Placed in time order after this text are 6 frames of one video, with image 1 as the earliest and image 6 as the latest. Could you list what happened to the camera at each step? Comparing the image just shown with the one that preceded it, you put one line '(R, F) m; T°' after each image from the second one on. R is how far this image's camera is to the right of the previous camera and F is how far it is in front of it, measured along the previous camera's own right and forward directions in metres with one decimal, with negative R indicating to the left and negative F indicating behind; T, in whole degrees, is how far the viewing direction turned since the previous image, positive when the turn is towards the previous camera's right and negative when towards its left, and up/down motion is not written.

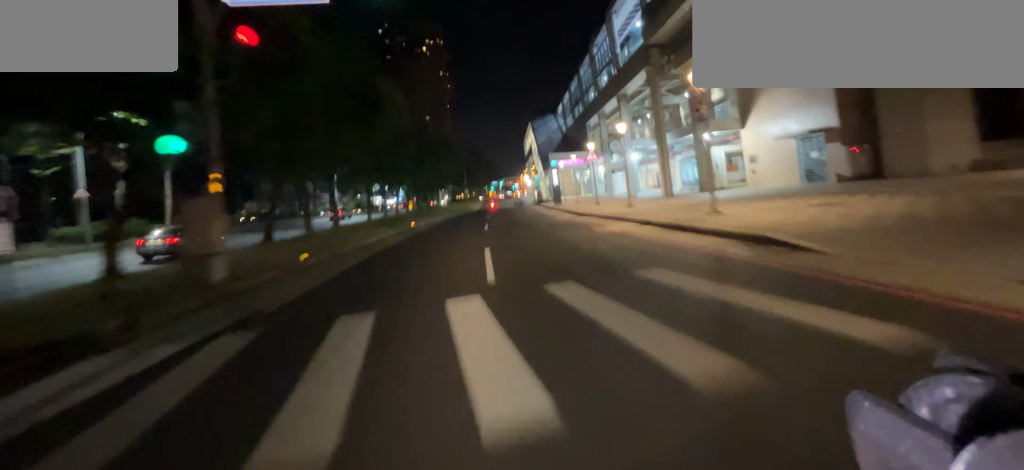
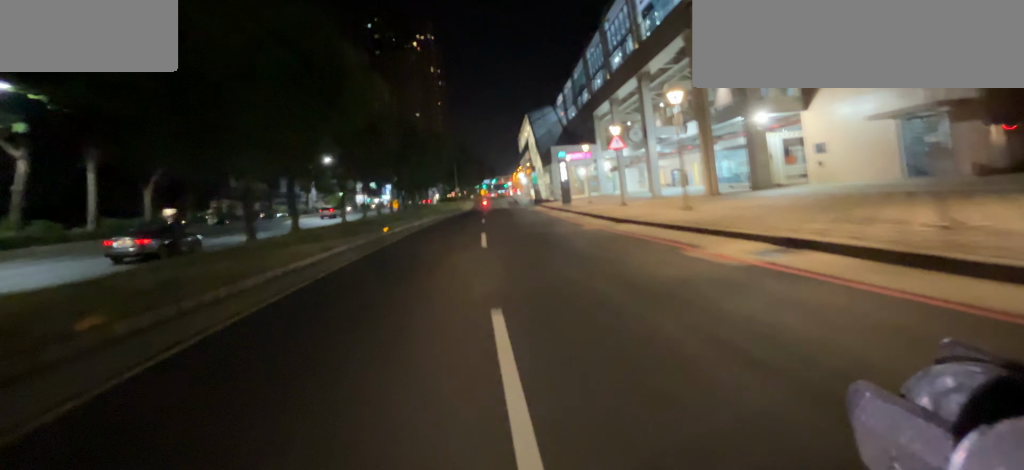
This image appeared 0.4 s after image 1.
(0.0, +5.0) m; +1°
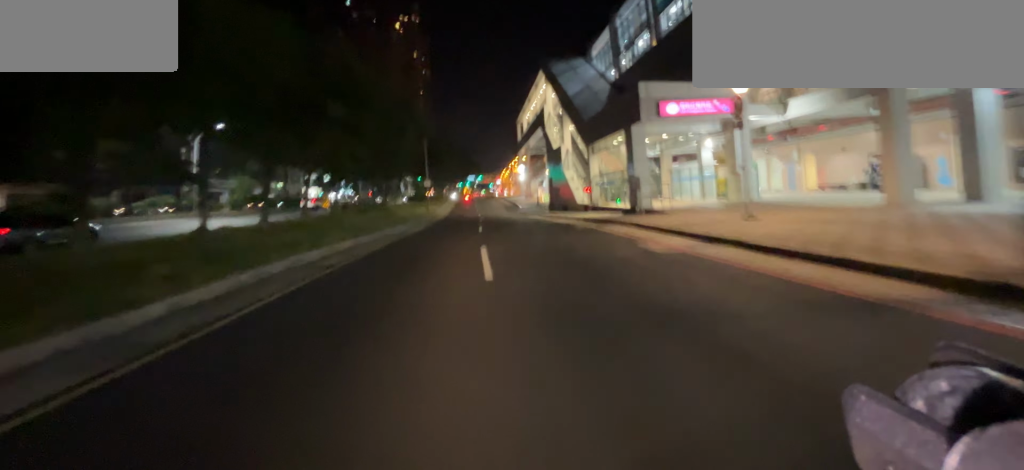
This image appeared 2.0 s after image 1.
(+0.5, +26.5) m; +2°
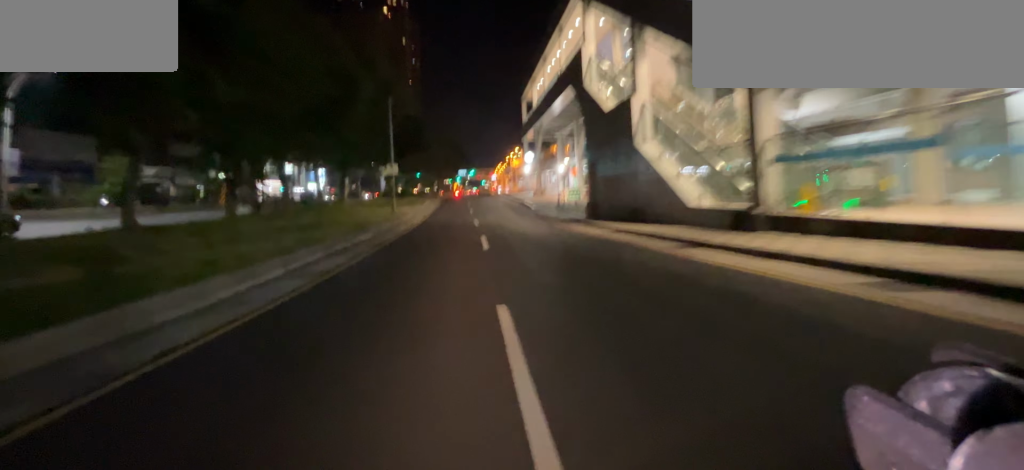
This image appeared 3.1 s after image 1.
(+0.2, +17.6) m; +1°
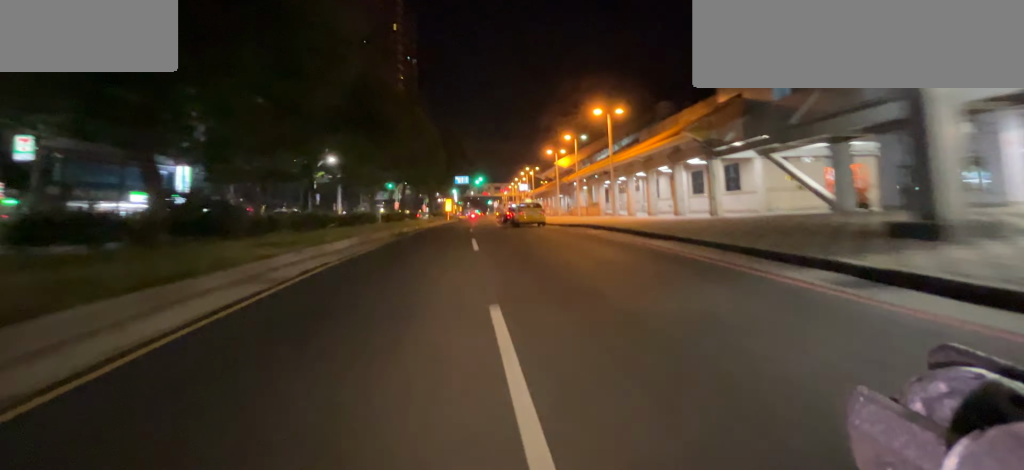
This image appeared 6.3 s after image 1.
(+1.3, +52.6) m; +4°
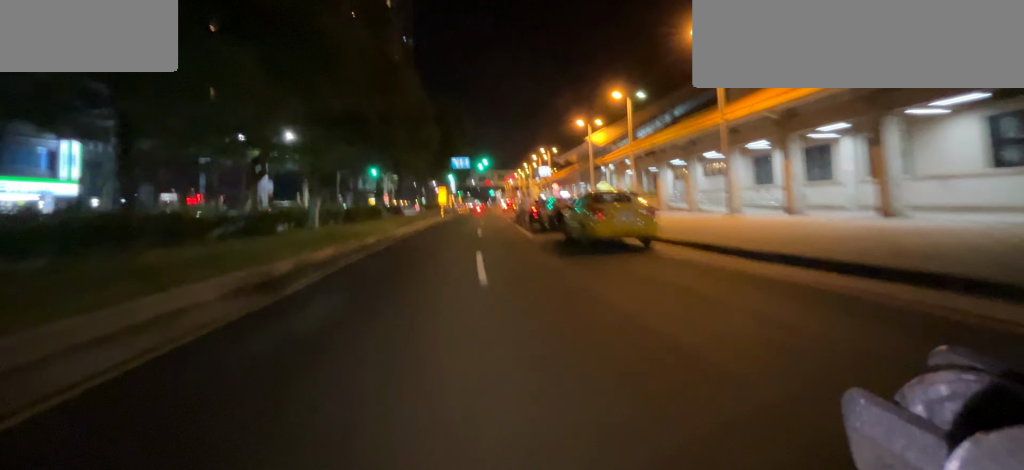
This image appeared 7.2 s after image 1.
(+0.1, +13.7) m; 0°
